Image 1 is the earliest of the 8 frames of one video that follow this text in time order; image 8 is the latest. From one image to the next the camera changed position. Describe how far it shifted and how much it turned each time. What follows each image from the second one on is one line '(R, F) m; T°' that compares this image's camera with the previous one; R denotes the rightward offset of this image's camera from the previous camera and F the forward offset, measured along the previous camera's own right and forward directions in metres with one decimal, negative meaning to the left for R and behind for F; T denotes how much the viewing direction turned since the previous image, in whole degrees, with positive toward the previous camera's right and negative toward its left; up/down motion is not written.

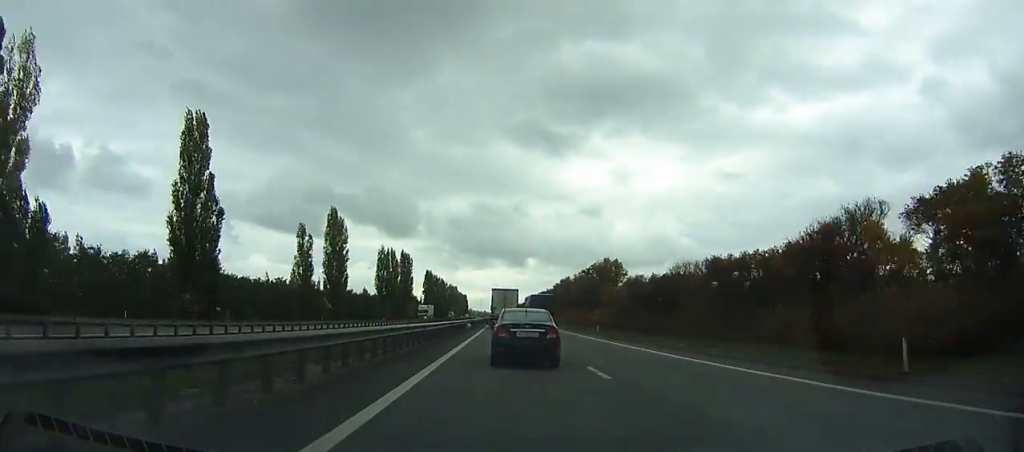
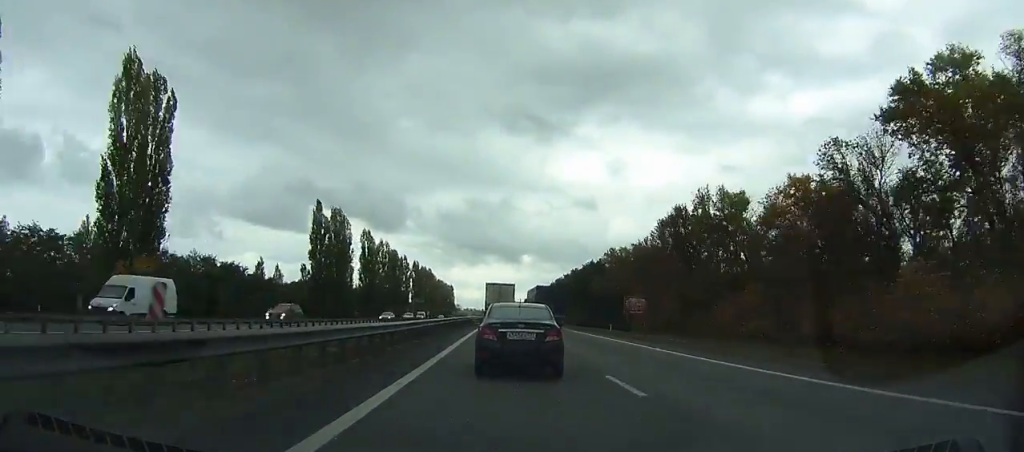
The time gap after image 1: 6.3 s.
(-0.2, +157.6) m; 0°
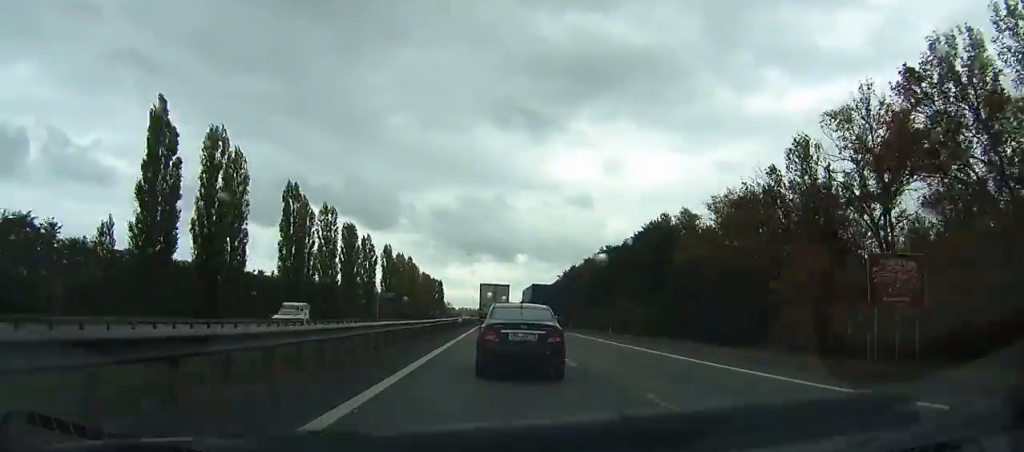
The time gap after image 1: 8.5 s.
(0.0, +53.0) m; +1°
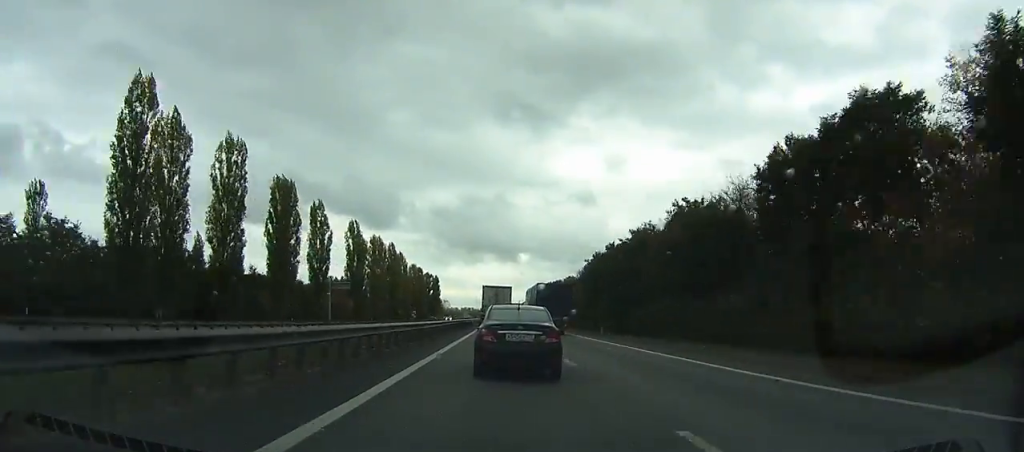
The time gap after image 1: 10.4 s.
(+0.3, +45.5) m; +1°
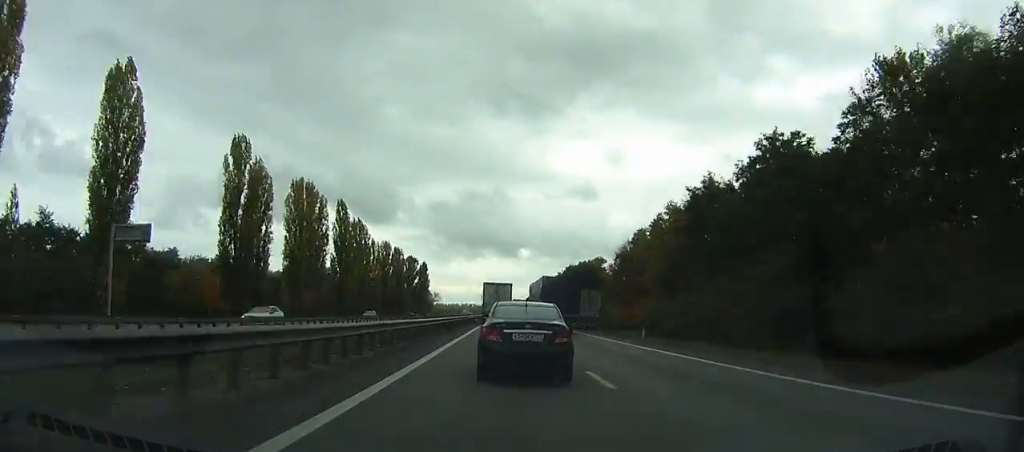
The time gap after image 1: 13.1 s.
(+1.1, +65.9) m; 0°
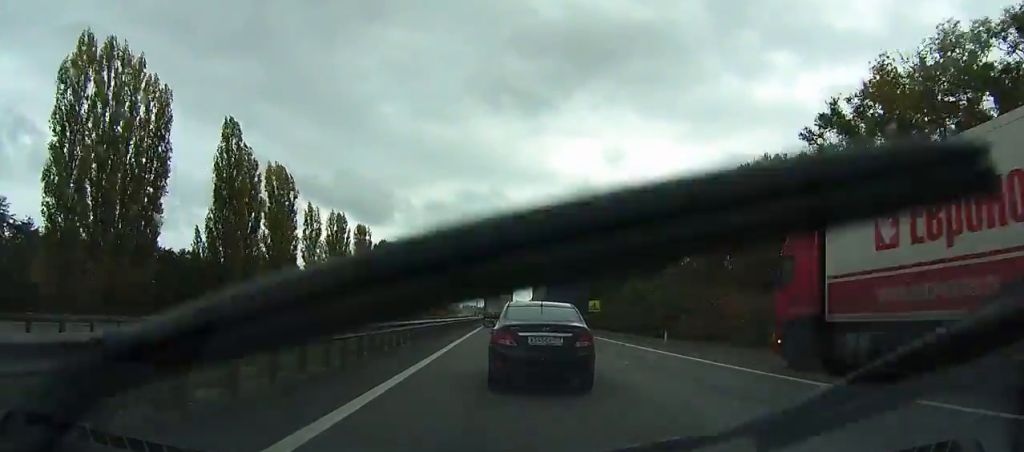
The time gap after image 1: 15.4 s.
(+1.4, +58.0) m; -3°
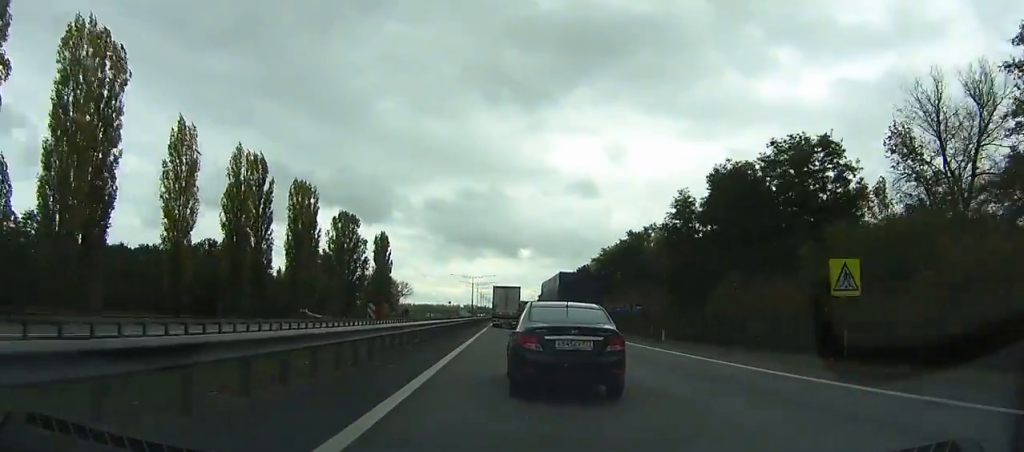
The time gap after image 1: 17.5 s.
(-4.8, +53.1) m; -2°
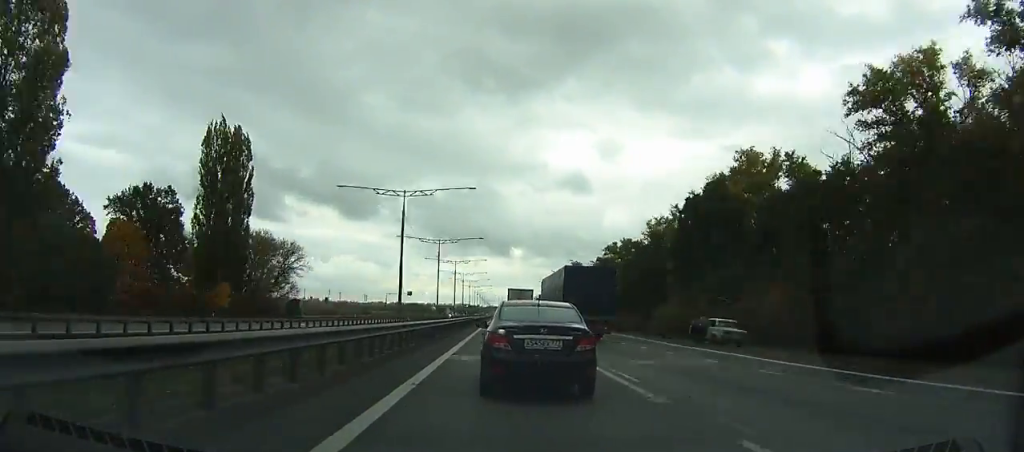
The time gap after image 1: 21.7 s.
(+2.8, +104.7) m; +3°
